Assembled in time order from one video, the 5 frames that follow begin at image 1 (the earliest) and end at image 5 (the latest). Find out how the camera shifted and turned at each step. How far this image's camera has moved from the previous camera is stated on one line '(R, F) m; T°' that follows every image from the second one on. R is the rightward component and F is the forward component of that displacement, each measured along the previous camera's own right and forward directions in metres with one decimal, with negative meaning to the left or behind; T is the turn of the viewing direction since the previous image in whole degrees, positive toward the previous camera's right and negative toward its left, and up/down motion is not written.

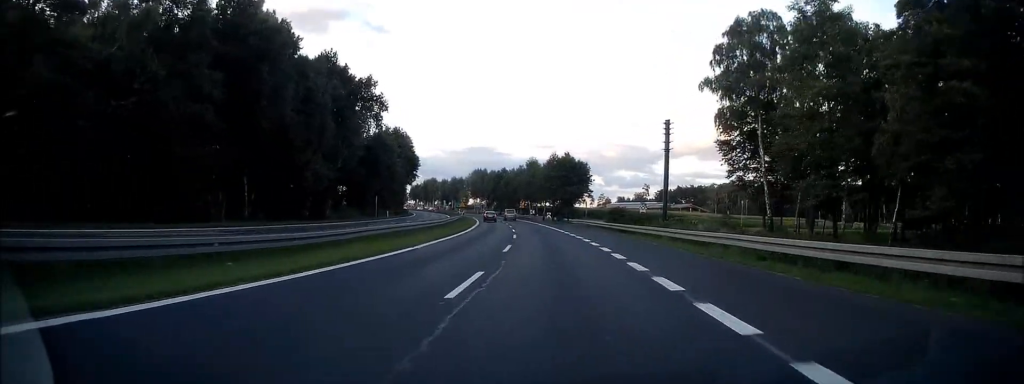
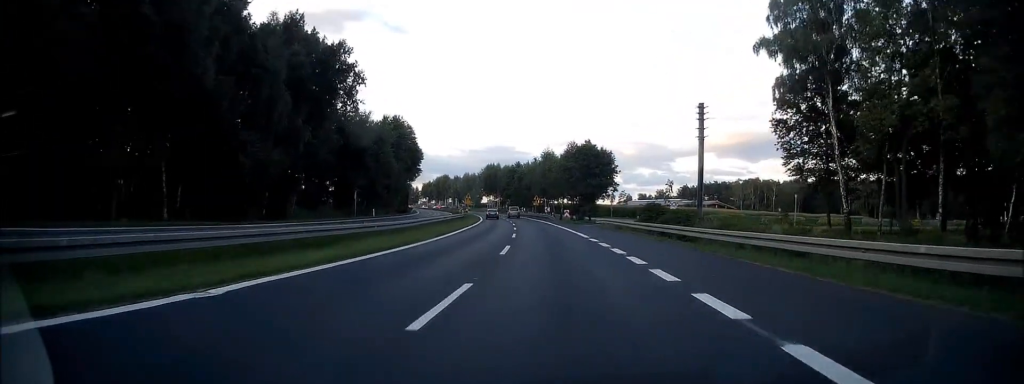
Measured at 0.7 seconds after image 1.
(0.0, +15.0) m; -1°
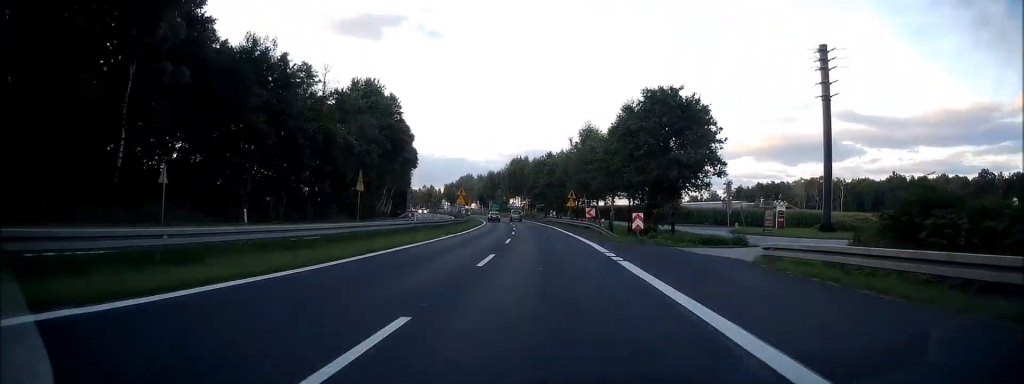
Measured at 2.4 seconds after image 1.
(-1.3, +38.8) m; -4°
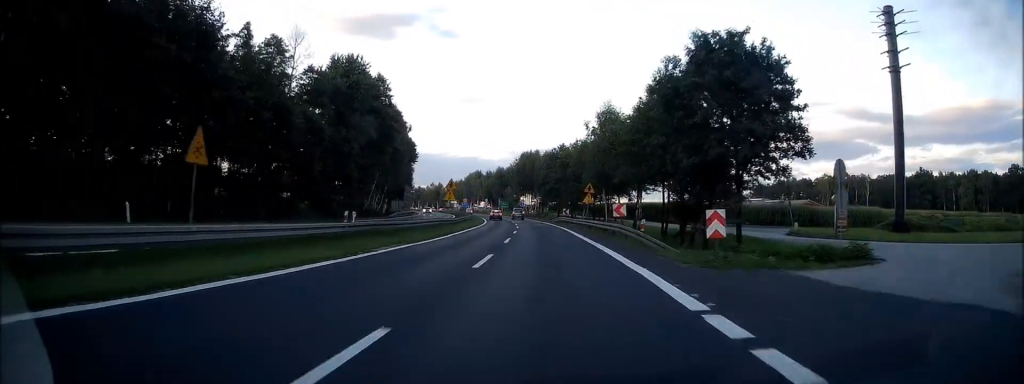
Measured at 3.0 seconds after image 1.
(-0.2, +12.9) m; -1°
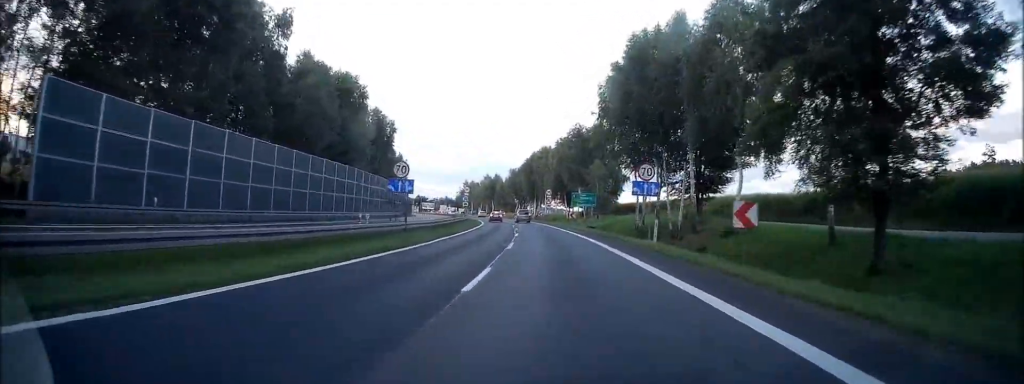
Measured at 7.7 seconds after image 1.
(-8.4, +98.1) m; -10°
